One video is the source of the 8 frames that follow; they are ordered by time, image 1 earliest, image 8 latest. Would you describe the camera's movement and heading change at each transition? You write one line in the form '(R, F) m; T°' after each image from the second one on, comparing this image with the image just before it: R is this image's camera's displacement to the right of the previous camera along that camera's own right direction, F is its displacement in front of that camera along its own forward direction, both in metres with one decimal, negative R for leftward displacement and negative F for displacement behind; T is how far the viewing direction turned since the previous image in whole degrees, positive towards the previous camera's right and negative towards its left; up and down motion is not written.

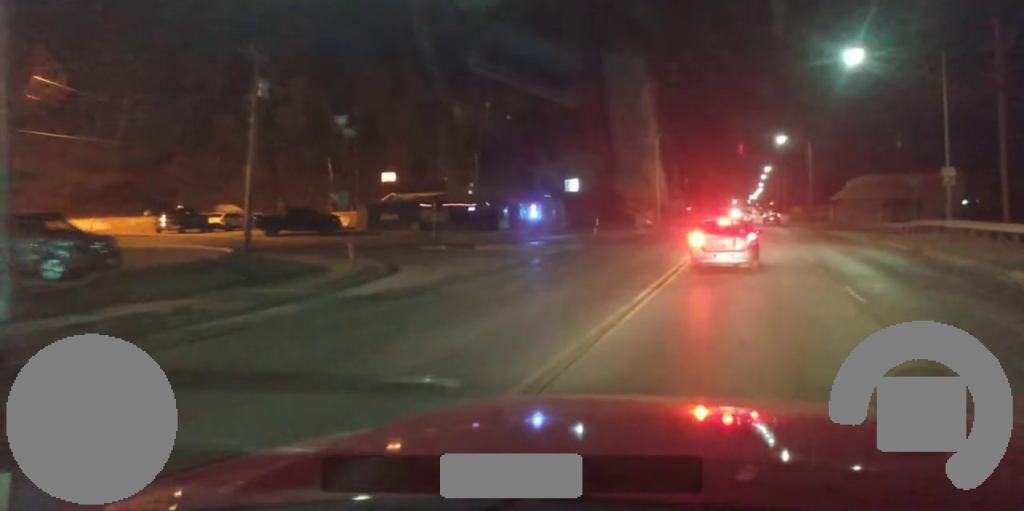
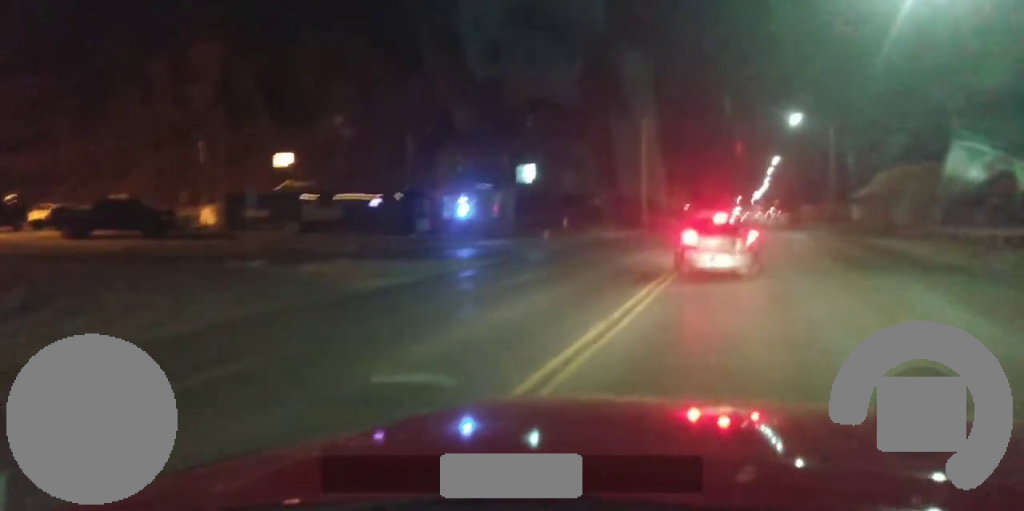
(-1.4, +17.8) m; -5°
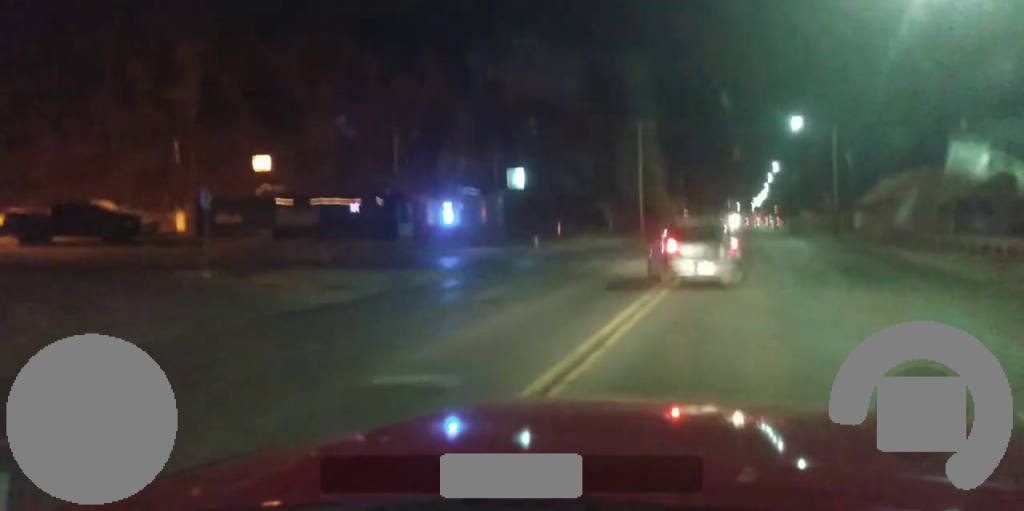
(0.0, +2.9) m; +2°
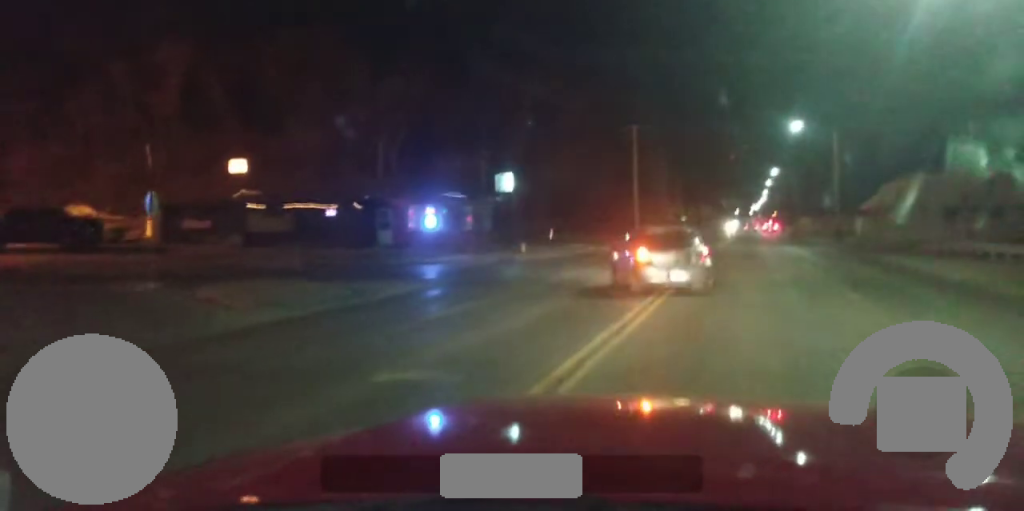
(+0.1, +2.9) m; +4°
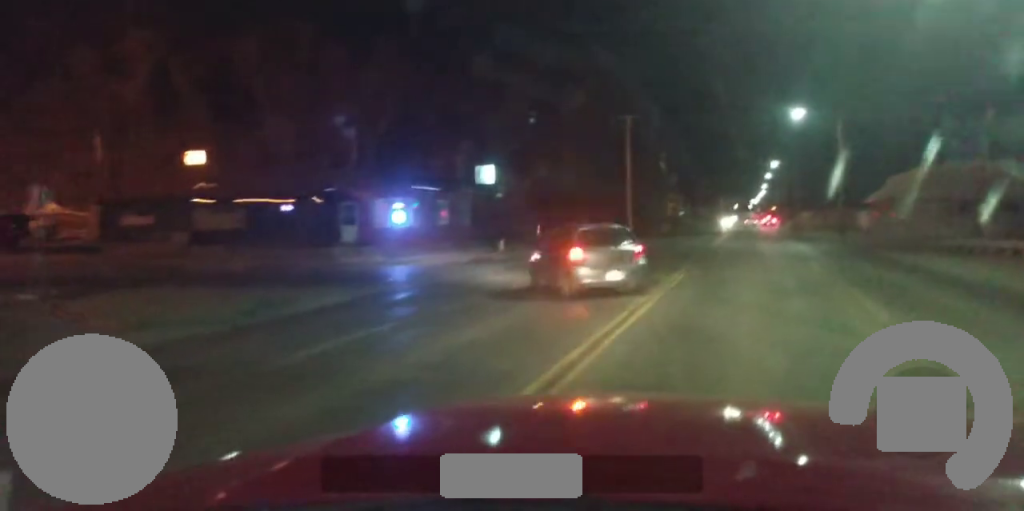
(+0.1, +4.4) m; +4°
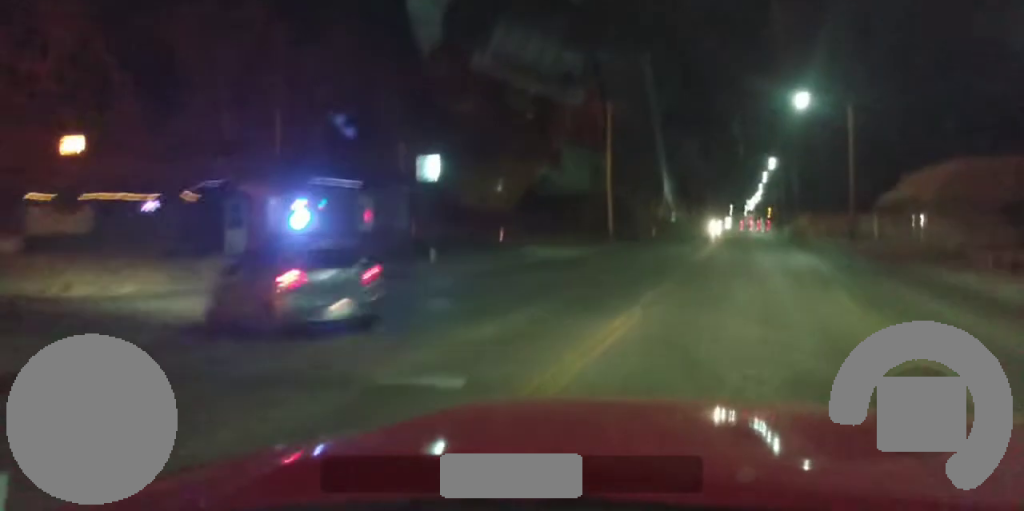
(+0.3, +9.0) m; -2°
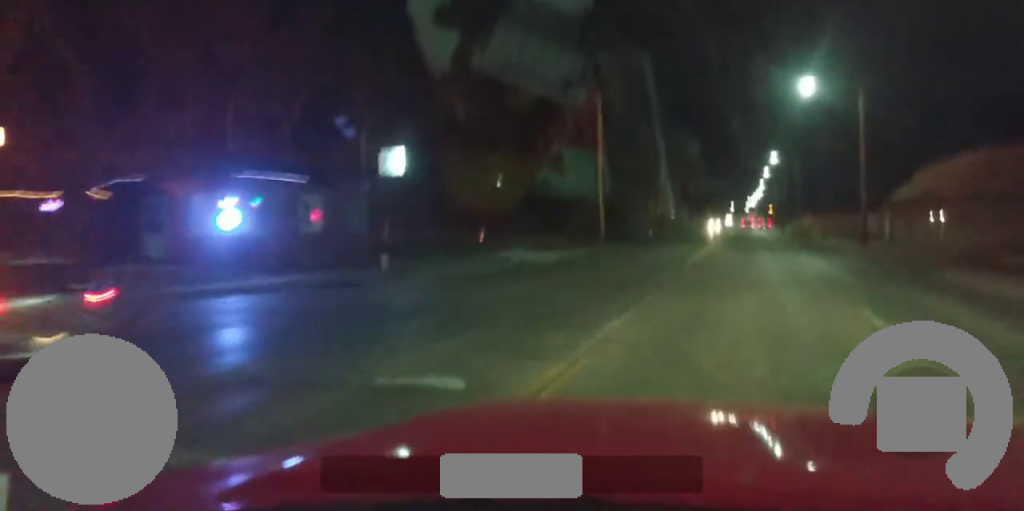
(-0.1, +4.5) m; -3°
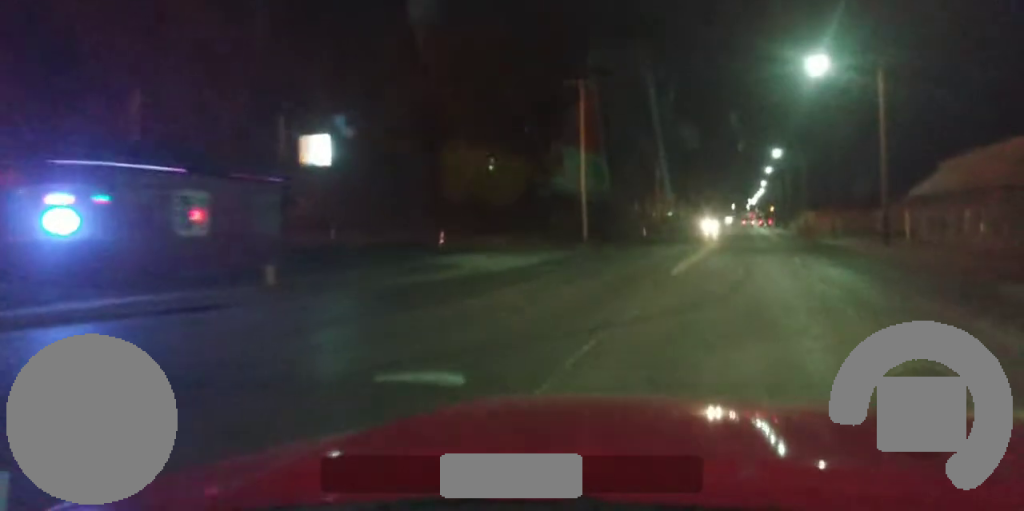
(-0.3, +6.9) m; -2°
